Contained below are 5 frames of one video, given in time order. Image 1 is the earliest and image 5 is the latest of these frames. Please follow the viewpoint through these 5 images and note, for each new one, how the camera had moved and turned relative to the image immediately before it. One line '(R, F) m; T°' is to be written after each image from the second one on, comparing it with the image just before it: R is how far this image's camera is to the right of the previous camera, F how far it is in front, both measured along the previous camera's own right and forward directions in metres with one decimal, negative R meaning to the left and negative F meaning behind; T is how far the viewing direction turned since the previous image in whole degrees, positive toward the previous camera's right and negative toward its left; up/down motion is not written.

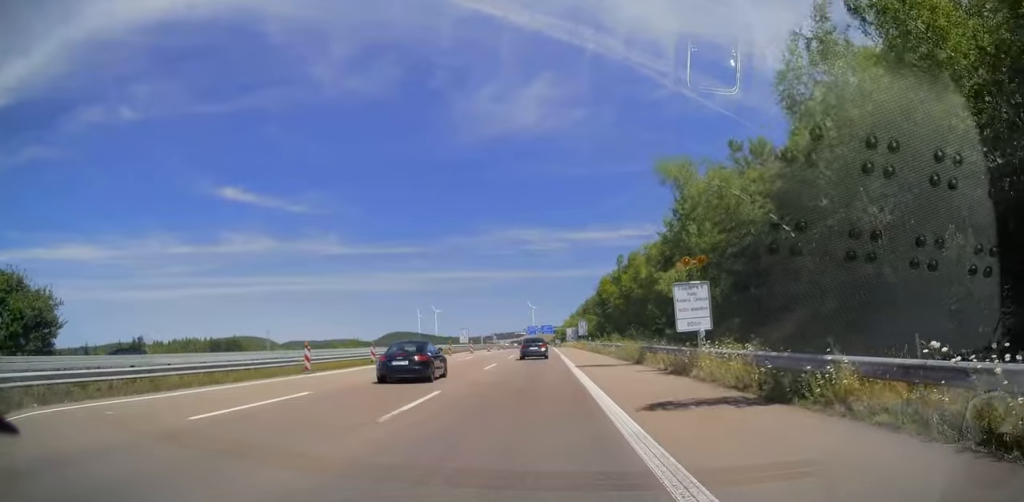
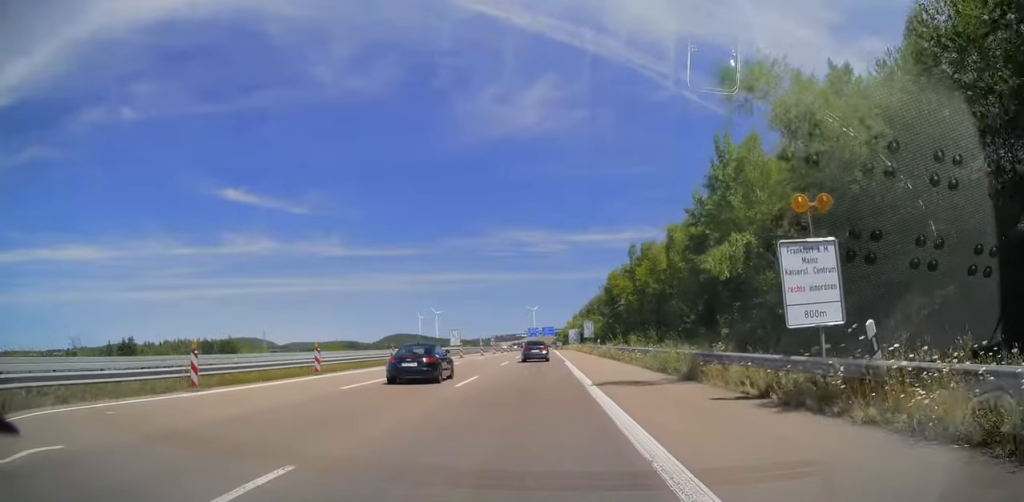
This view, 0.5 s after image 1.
(0.0, +9.4) m; 0°
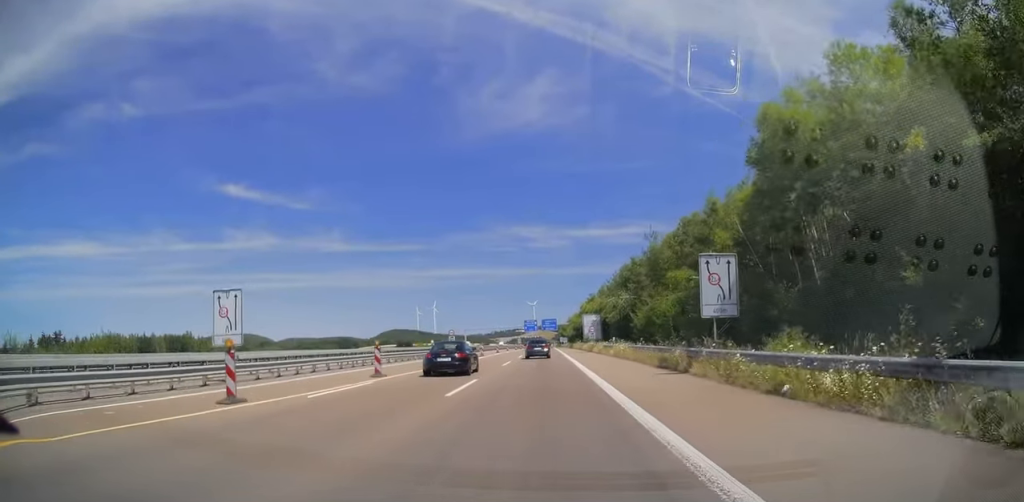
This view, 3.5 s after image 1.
(-0.6, +55.9) m; -1°
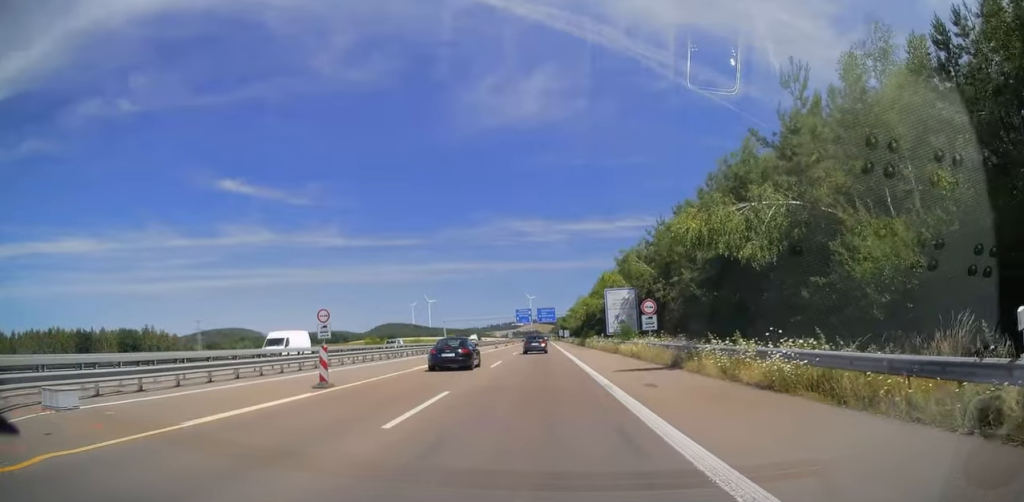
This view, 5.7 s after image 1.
(-0.6, +41.0) m; 0°
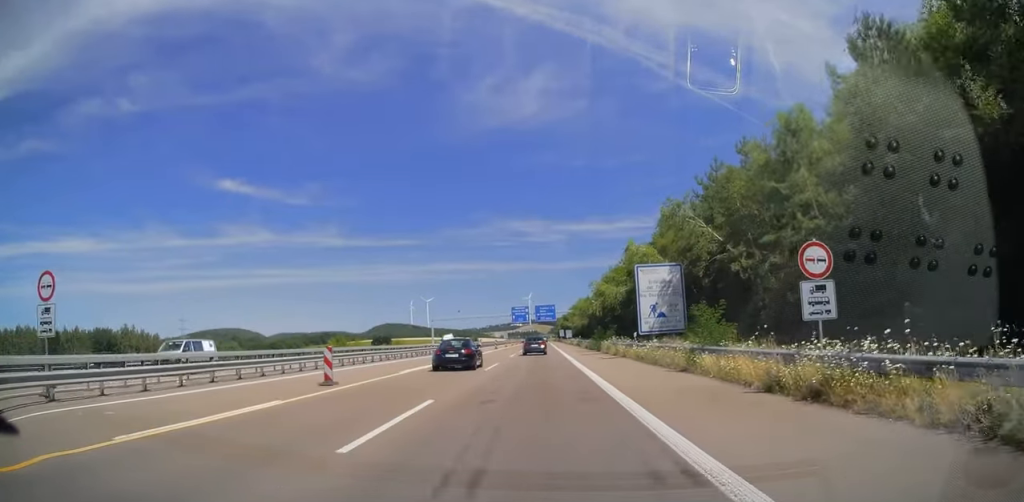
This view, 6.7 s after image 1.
(+0.4, +19.7) m; 0°
